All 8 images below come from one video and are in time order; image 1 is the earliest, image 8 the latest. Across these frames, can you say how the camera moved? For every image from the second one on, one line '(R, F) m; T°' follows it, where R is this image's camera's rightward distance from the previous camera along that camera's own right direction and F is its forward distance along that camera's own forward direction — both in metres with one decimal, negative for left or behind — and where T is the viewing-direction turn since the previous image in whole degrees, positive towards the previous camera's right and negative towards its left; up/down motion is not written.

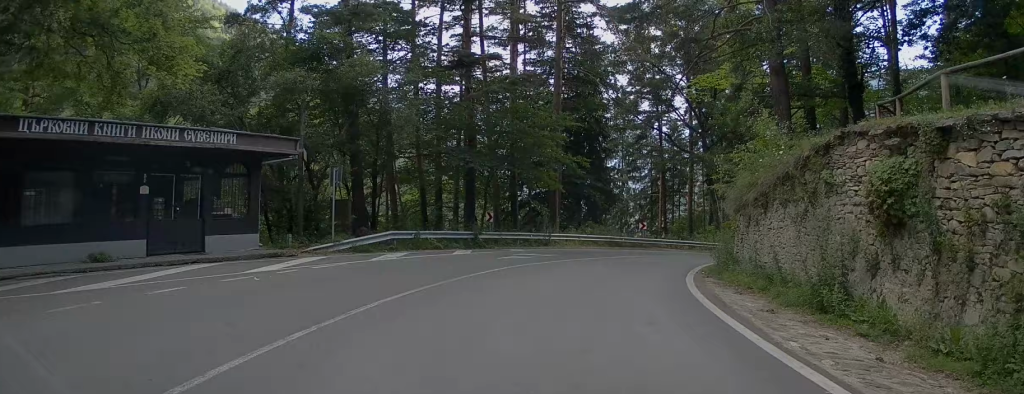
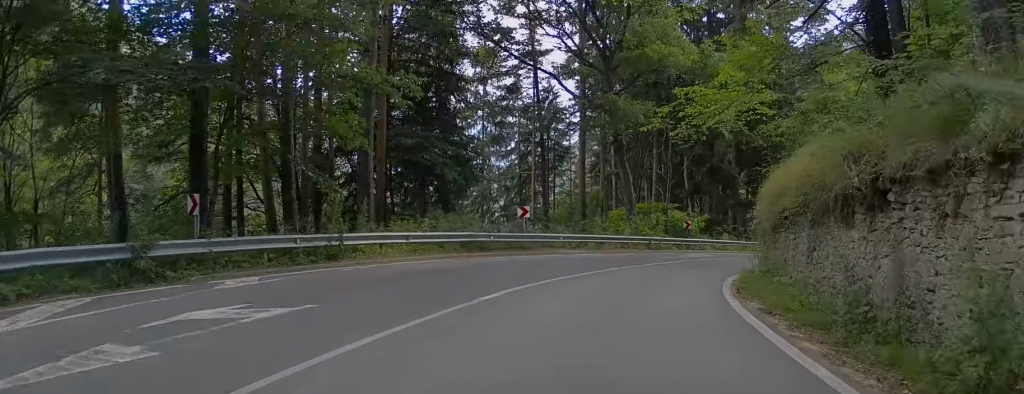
(+1.2, +16.6) m; +12°
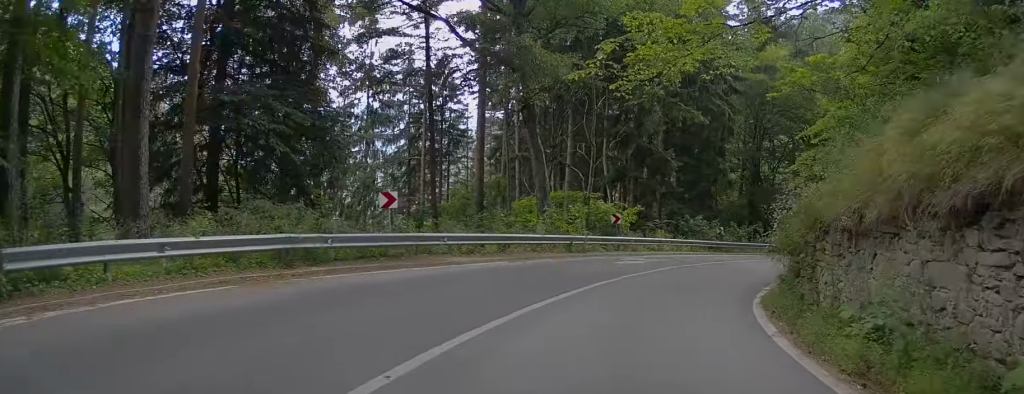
(+0.7, +7.8) m; +11°
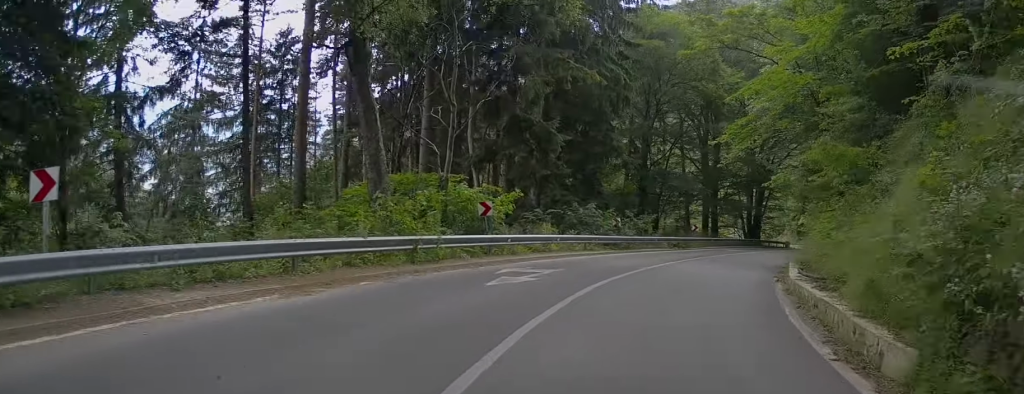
(+0.8, +7.9) m; +11°
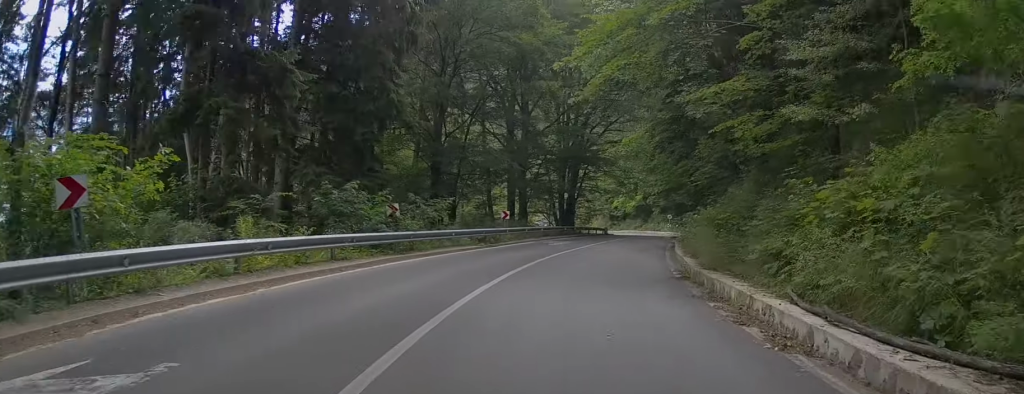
(+1.1, +10.4) m; +11°
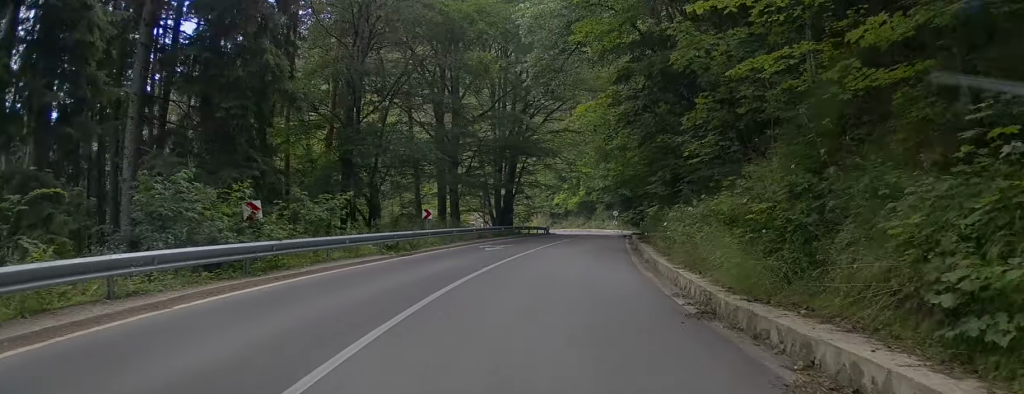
(+0.1, +5.9) m; +6°
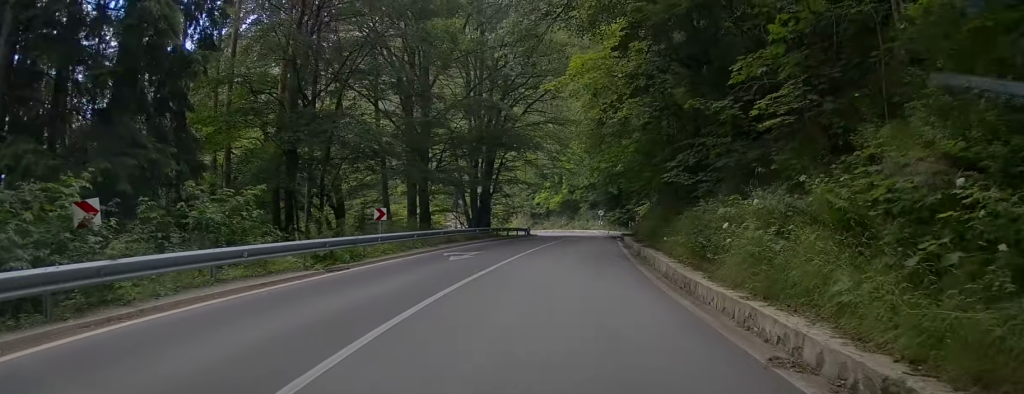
(+0.4, +4.6) m; +4°
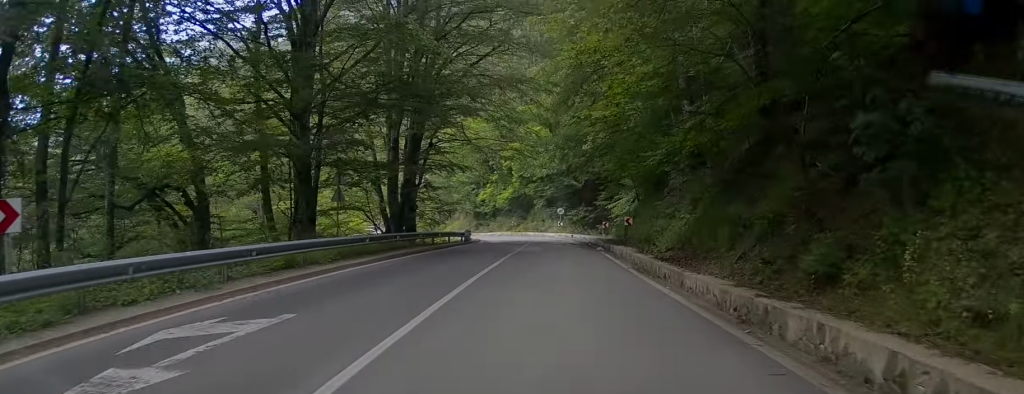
(+1.0, +13.0) m; +6°
